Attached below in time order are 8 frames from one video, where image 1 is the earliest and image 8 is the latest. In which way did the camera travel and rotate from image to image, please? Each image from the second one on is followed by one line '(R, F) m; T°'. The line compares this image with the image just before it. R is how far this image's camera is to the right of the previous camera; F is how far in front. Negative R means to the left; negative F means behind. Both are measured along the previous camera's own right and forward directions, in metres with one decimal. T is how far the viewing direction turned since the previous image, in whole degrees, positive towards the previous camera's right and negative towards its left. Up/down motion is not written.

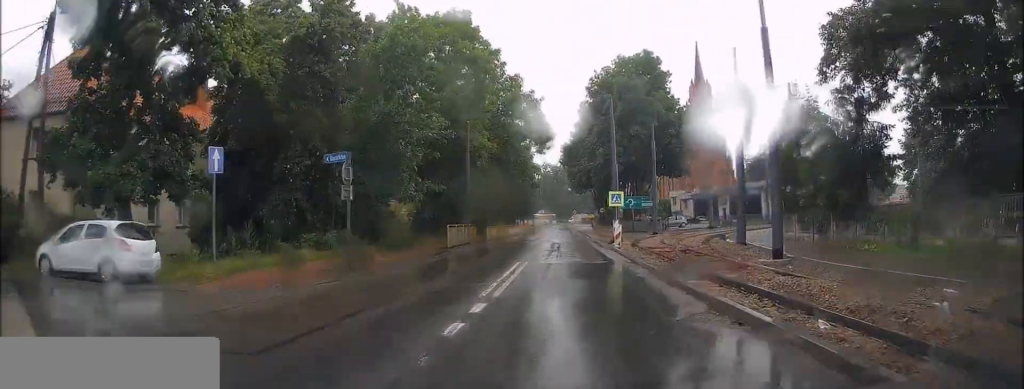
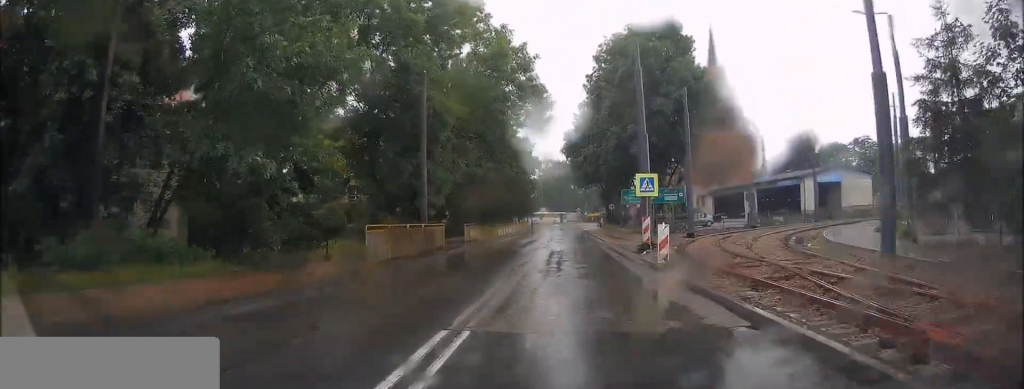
(0.0, +12.6) m; 0°
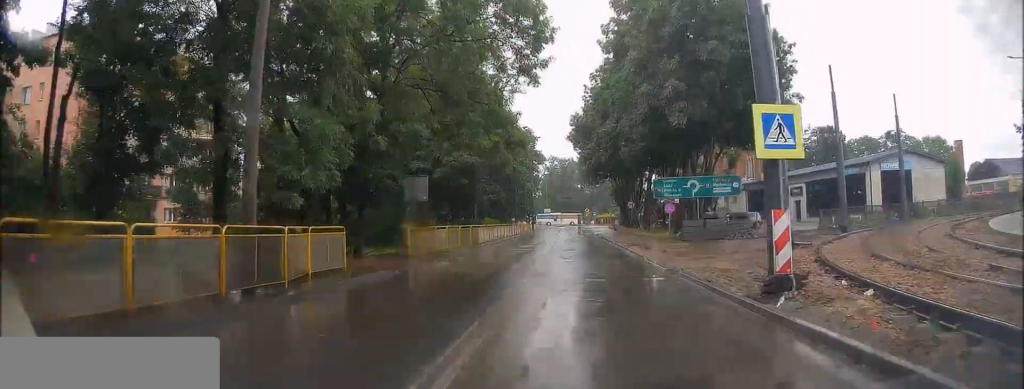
(0.0, +14.5) m; 0°
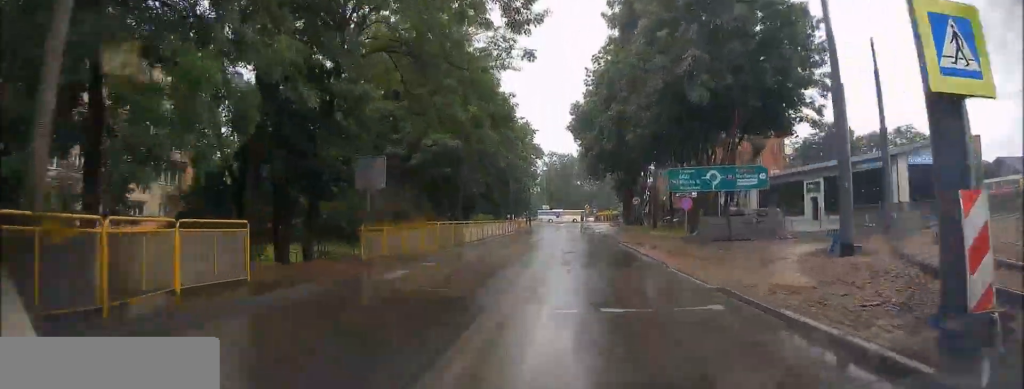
(0.0, +4.7) m; 0°
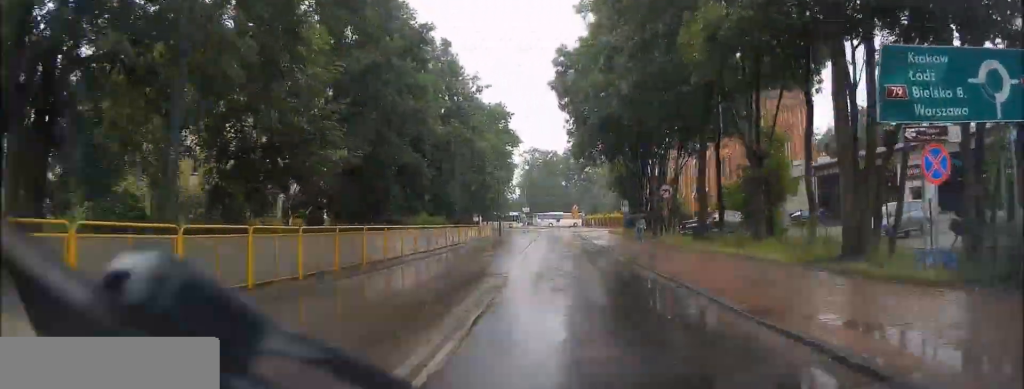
(+0.1, +21.6) m; +1°
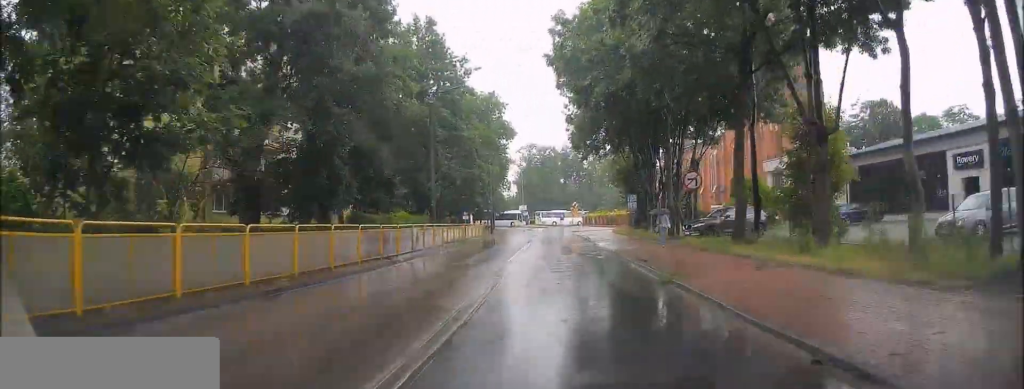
(0.0, +6.5) m; 0°
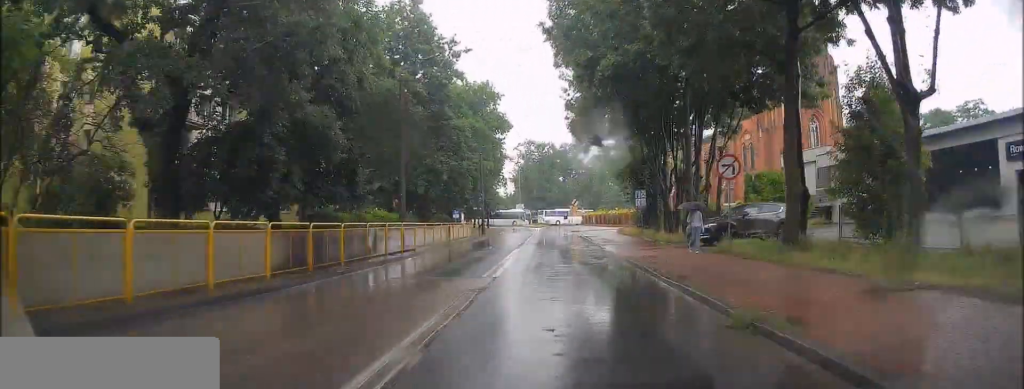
(0.0, +5.4) m; 0°
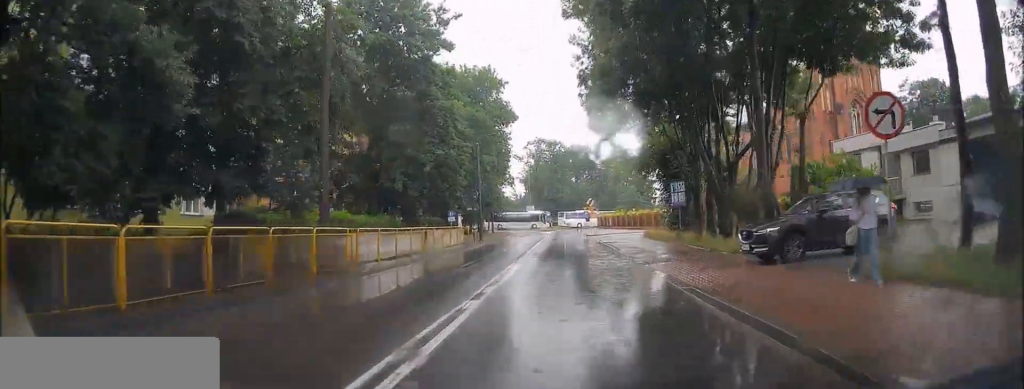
(0.0, +9.0) m; -1°
